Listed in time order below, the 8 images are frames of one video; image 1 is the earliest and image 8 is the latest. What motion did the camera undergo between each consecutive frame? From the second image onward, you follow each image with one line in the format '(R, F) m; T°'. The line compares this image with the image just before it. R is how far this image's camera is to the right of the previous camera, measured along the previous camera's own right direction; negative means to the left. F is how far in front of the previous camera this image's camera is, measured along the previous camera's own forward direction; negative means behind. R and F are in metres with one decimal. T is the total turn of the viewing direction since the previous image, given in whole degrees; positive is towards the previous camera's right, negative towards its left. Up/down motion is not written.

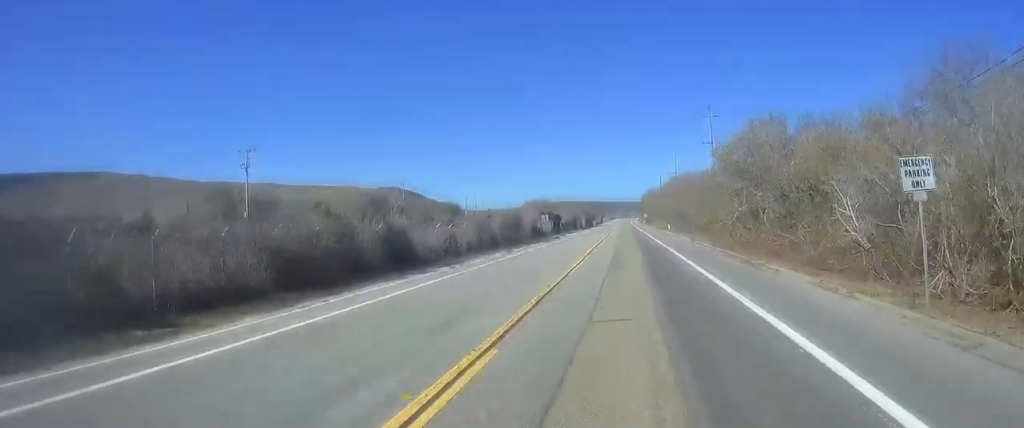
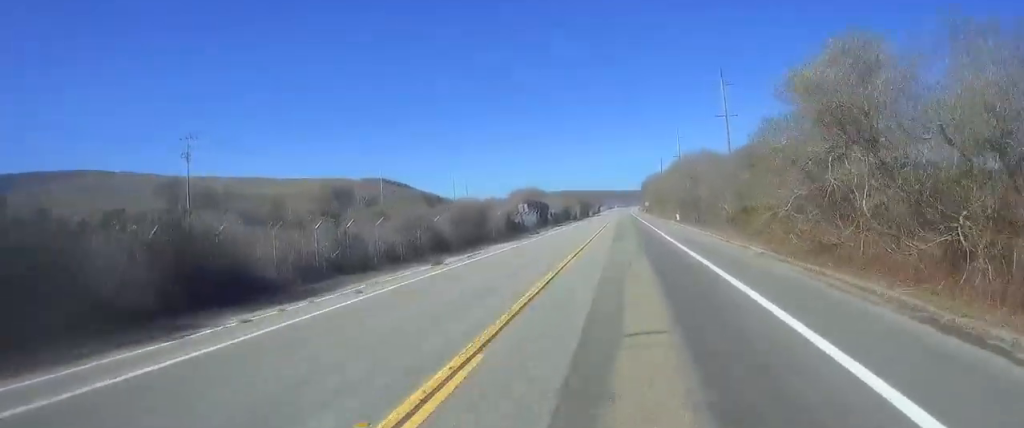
(+0.1, +15.5) m; 0°
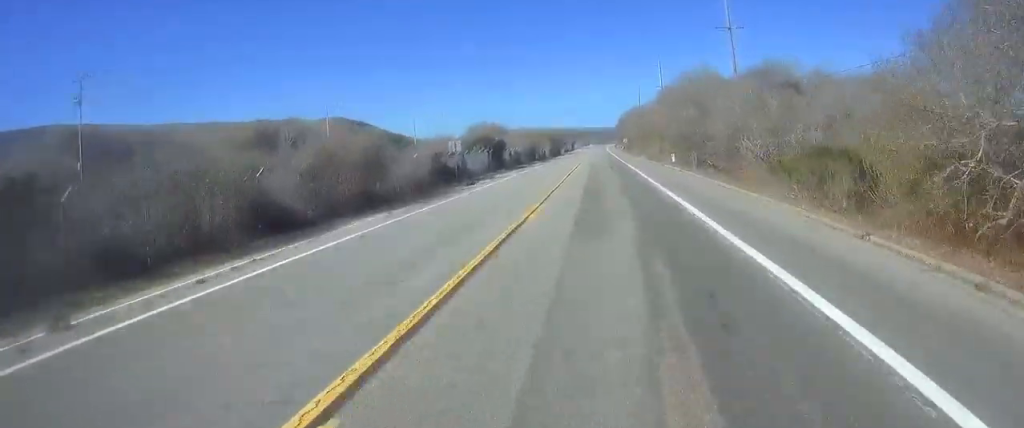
(0.0, +18.1) m; -1°
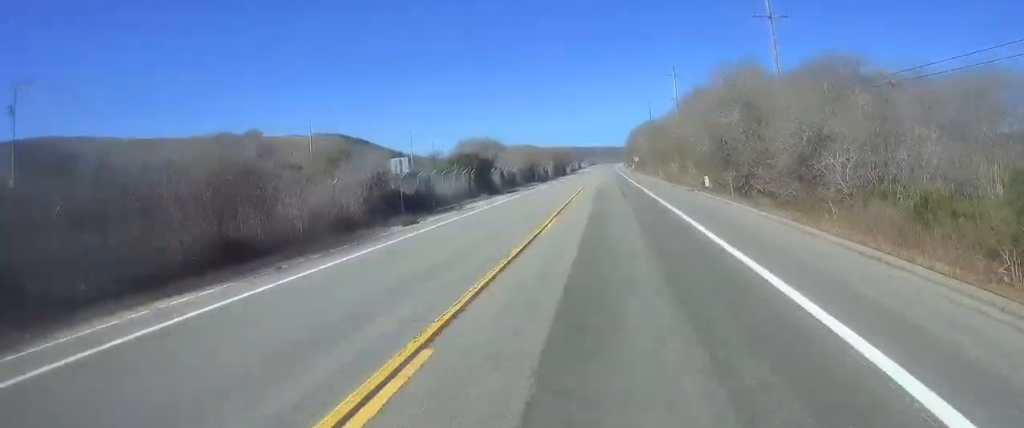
(0.0, +12.9) m; -1°
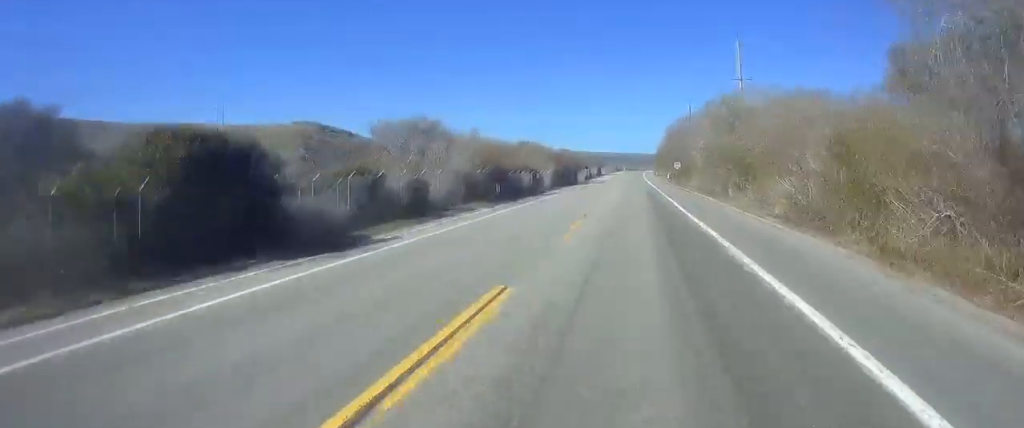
(-0.8, +40.3) m; -1°
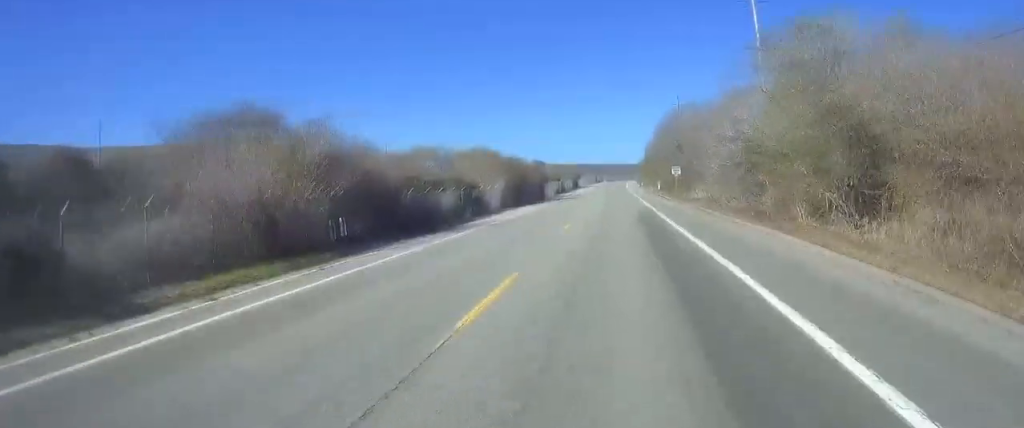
(+0.2, +23.3) m; 0°
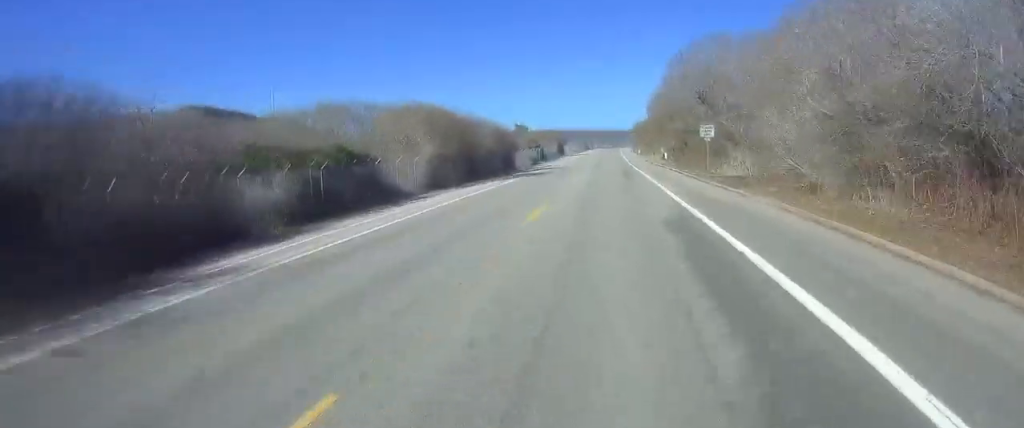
(-0.1, +22.6) m; 0°
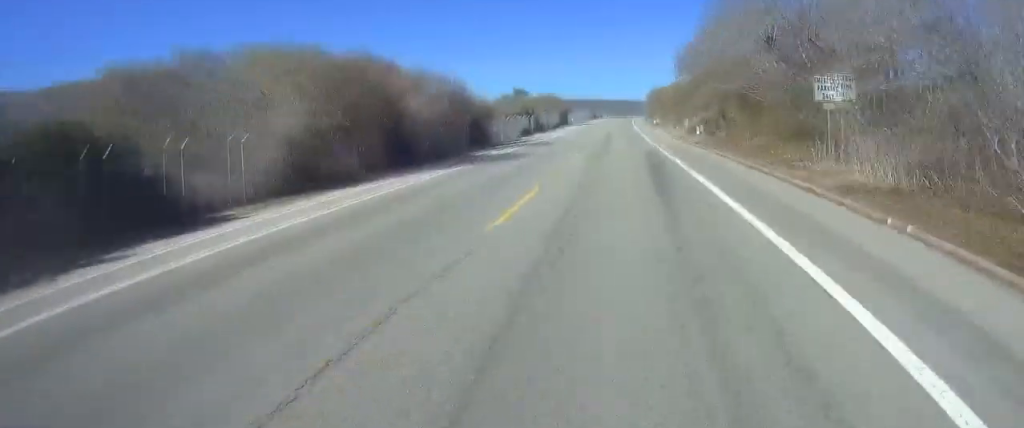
(0.0, +19.3) m; 0°
